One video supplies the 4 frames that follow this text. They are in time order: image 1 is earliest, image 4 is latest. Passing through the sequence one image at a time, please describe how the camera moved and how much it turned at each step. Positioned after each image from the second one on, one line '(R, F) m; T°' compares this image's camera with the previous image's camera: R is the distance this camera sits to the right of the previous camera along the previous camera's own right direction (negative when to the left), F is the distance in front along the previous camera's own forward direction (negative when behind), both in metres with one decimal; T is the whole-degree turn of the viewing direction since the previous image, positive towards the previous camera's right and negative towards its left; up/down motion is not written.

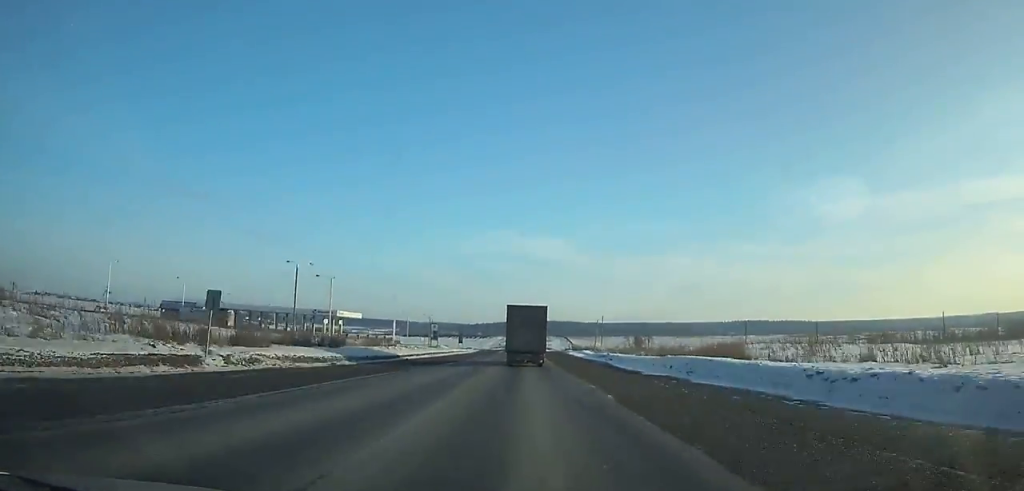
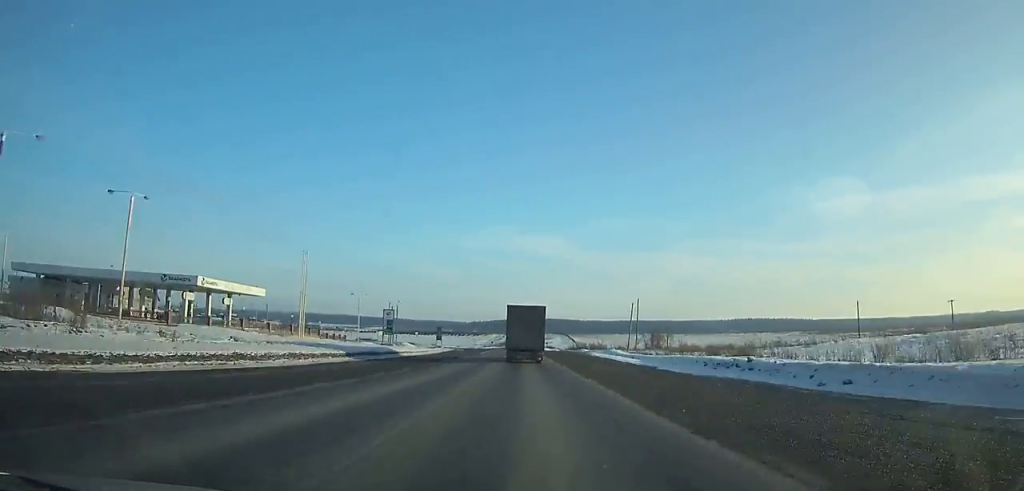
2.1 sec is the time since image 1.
(0.0, +47.6) m; 0°
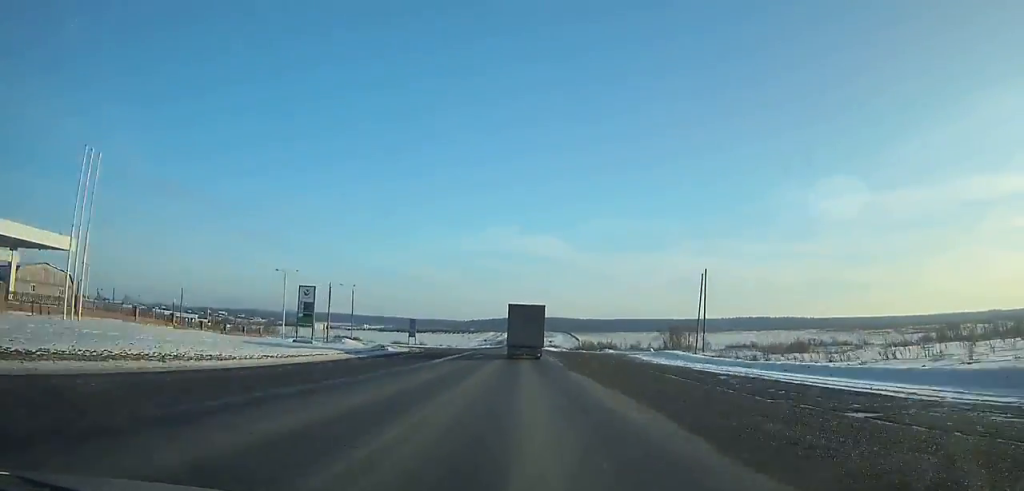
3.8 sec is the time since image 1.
(+0.1, +37.8) m; 0°
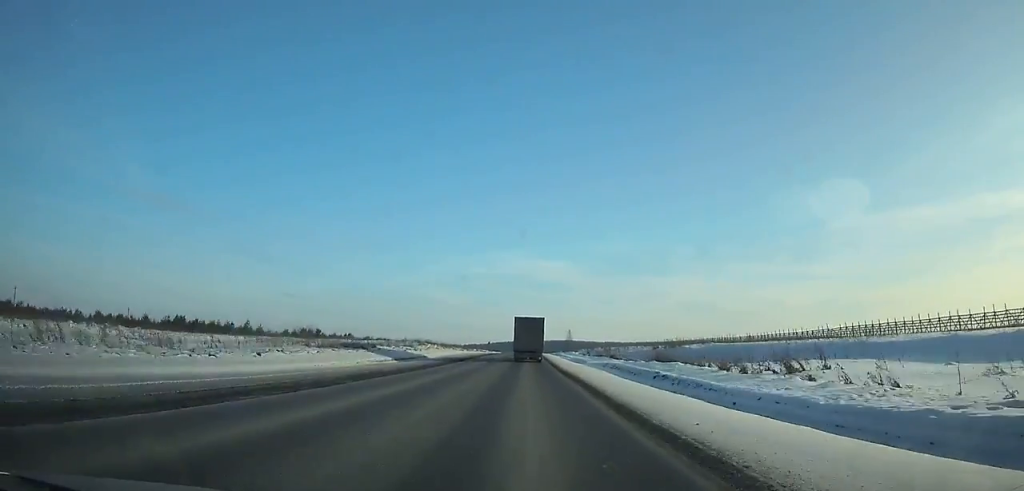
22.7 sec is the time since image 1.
(-2.3, +440.5) m; 0°
